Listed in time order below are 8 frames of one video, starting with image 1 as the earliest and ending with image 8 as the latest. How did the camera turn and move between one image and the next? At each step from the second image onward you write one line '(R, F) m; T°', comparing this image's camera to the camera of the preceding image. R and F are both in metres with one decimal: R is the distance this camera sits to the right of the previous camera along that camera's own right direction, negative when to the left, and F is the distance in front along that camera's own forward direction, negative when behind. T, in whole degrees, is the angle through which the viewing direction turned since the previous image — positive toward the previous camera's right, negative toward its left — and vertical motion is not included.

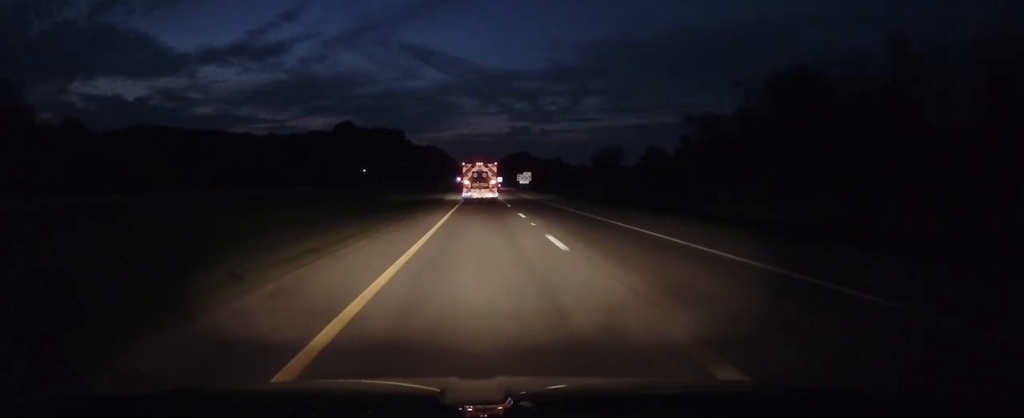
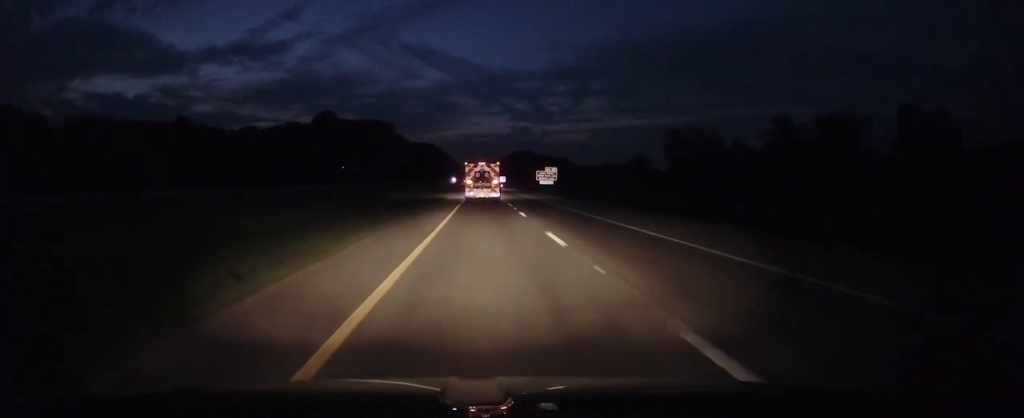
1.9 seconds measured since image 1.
(-0.3, +59.3) m; 0°
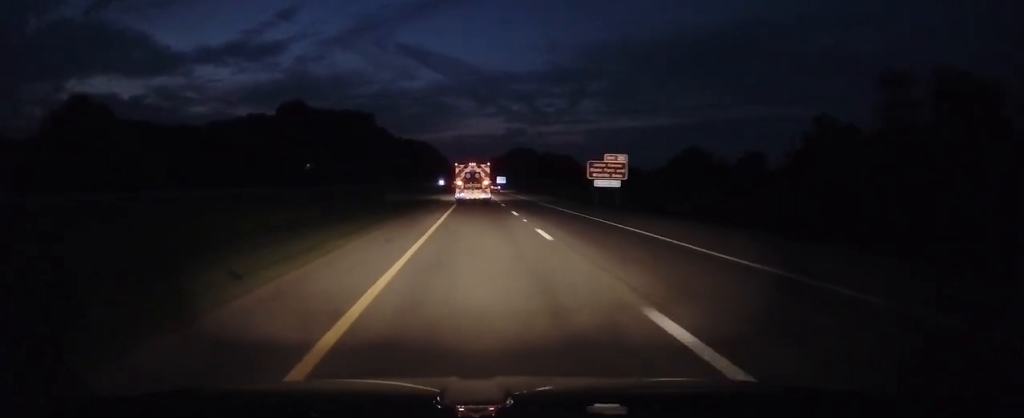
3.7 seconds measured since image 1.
(+0.1, +58.8) m; 0°
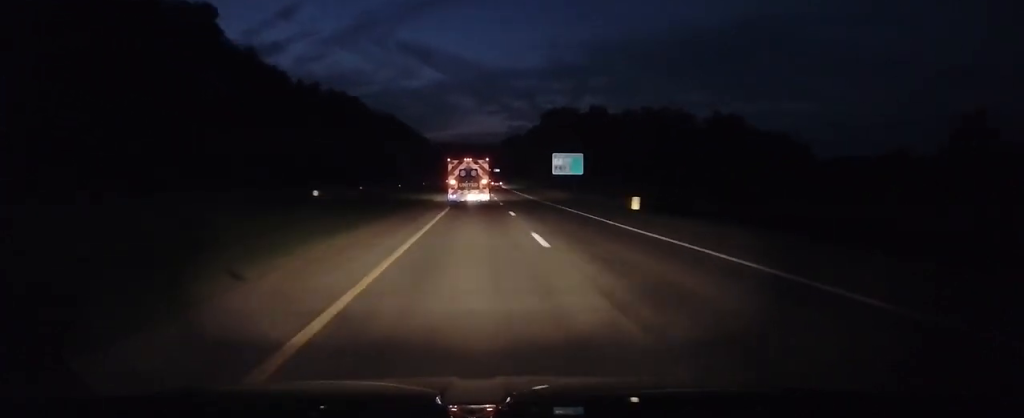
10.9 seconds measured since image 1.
(-0.3, +223.1) m; 0°
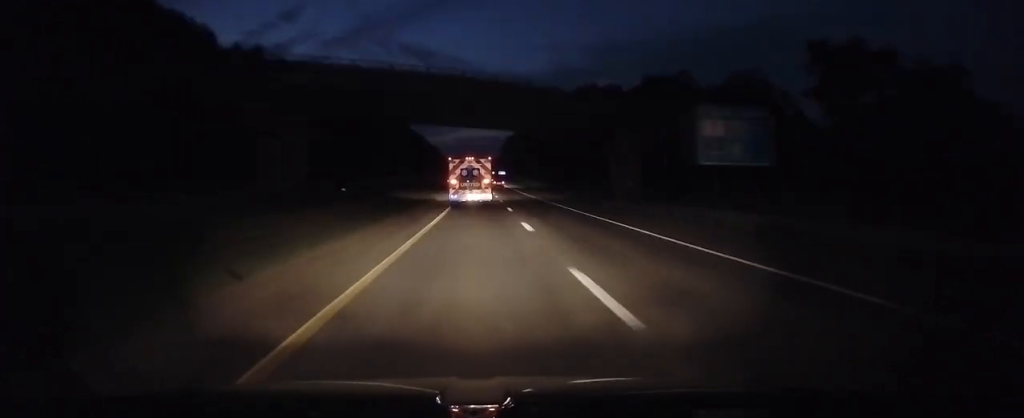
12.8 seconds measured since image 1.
(+0.3, +56.9) m; 0°
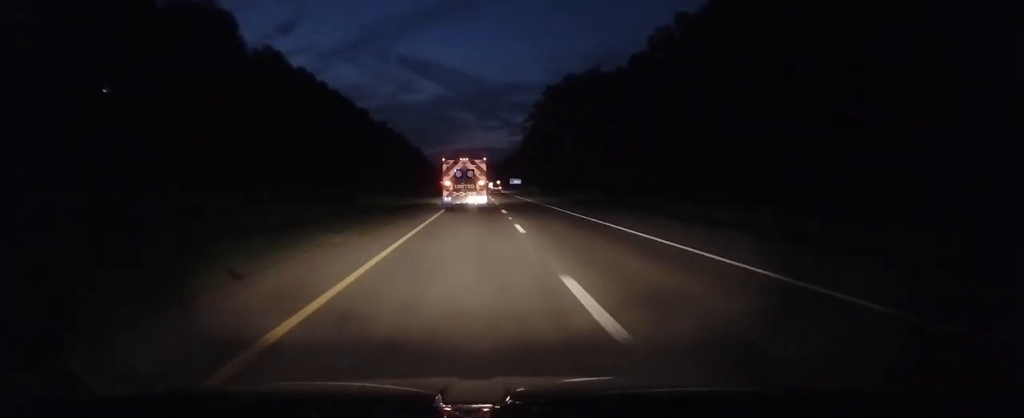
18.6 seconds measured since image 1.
(+0.9, +173.1) m; +1°
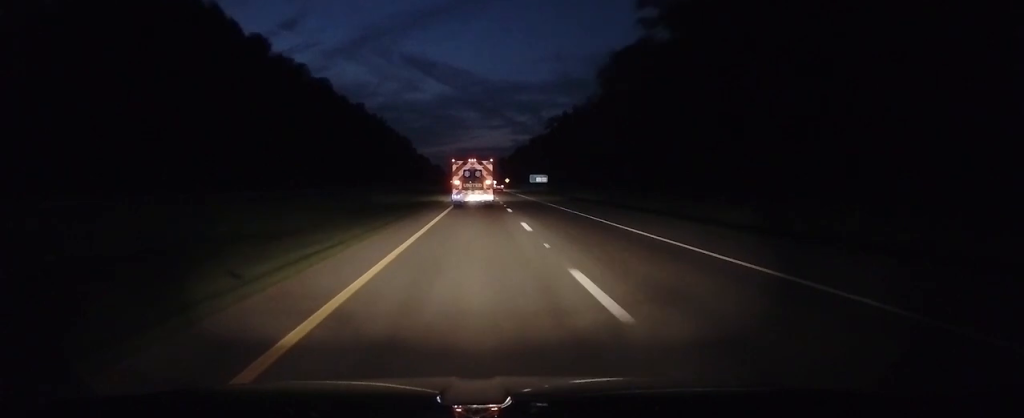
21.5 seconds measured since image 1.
(+0.5, +87.7) m; 0°
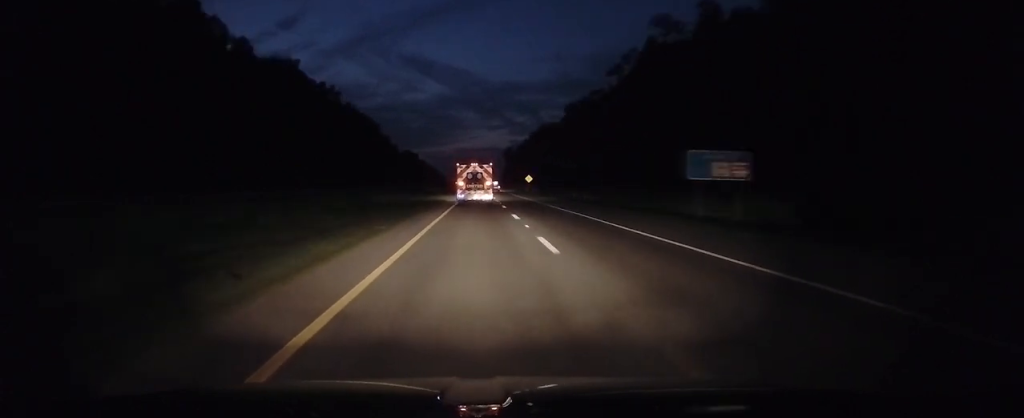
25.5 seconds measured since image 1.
(-0.9, +120.3) m; 0°
